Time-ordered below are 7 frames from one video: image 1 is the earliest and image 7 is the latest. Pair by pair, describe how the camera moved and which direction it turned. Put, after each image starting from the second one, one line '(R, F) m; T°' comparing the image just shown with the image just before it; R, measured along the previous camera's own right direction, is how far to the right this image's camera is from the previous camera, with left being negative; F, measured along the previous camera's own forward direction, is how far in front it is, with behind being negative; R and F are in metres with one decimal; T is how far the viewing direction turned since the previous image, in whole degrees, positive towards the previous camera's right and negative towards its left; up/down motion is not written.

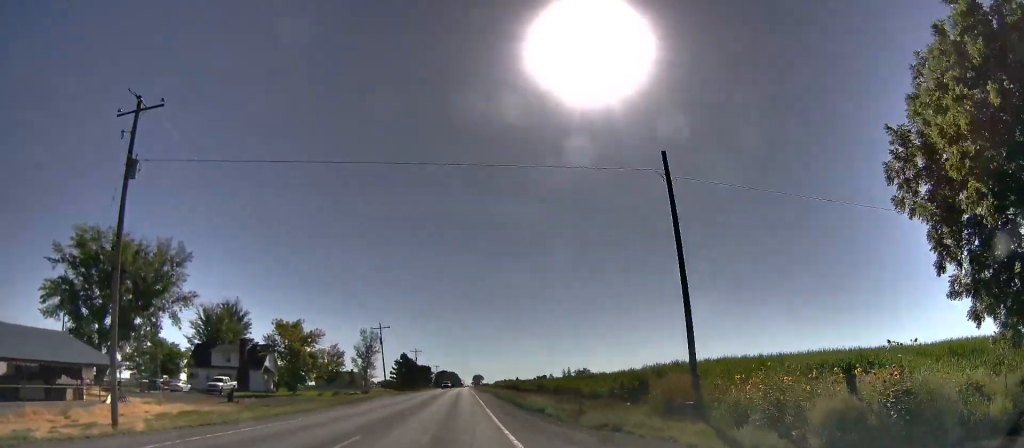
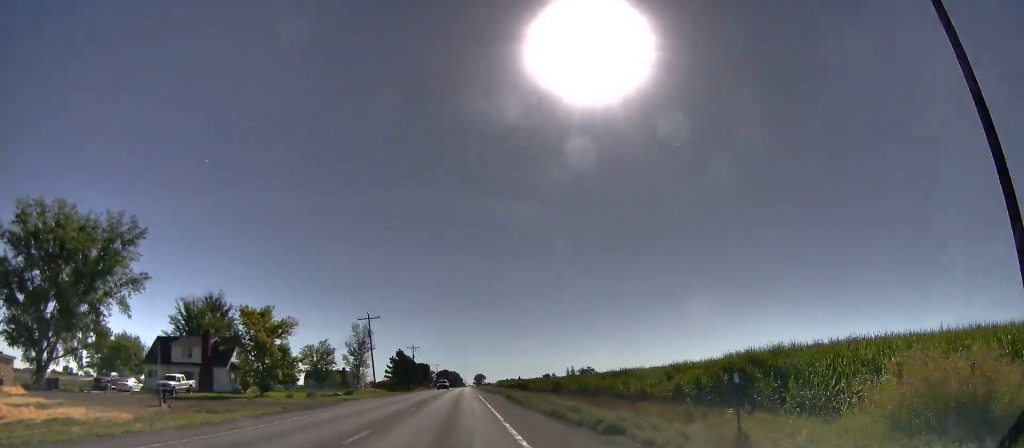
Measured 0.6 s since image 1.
(0.0, +13.4) m; -1°
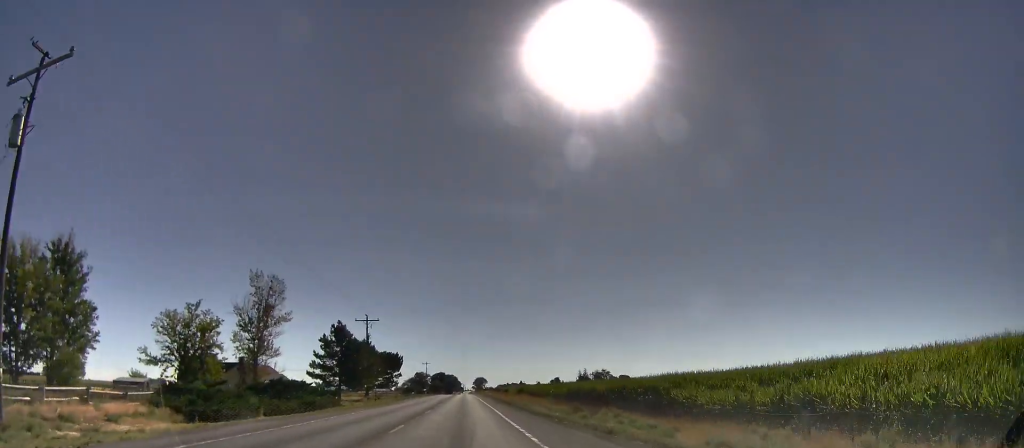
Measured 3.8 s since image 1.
(+2.5, +70.6) m; +4°
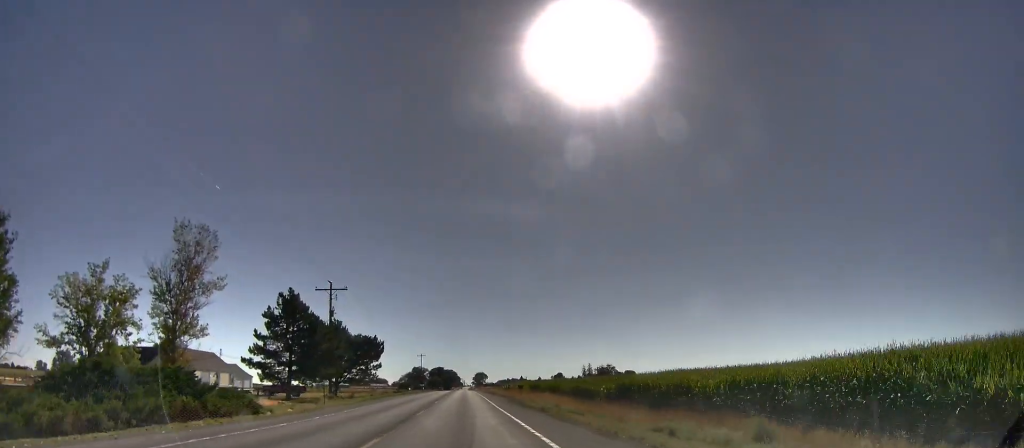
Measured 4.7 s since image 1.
(-0.5, +21.7) m; -2°
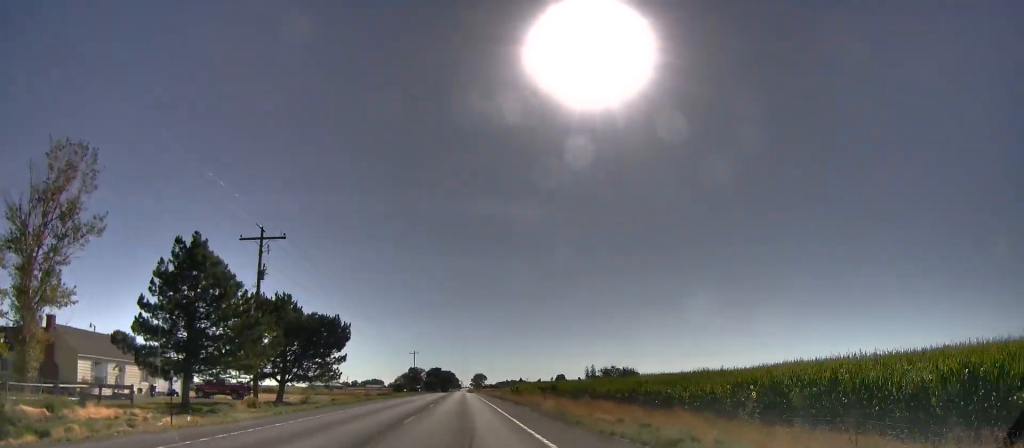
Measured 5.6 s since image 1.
(-0.2, +20.3) m; -1°
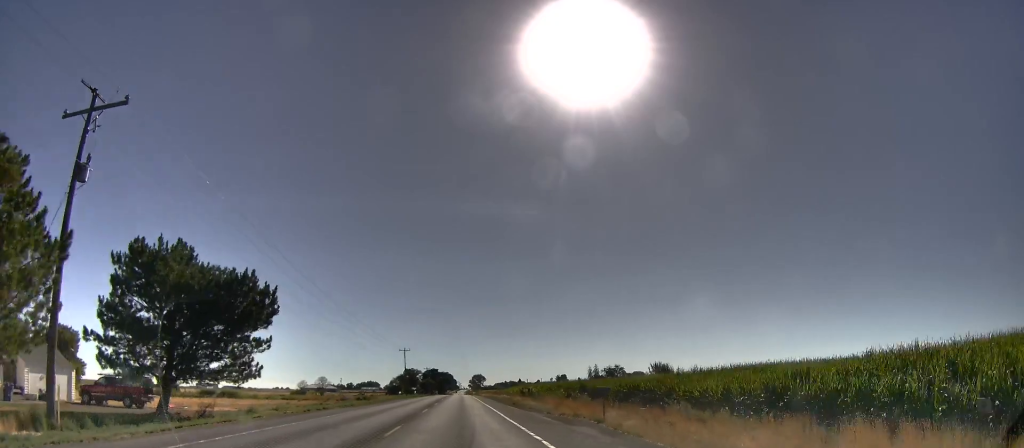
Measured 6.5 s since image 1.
(0.0, +19.6) m; 0°
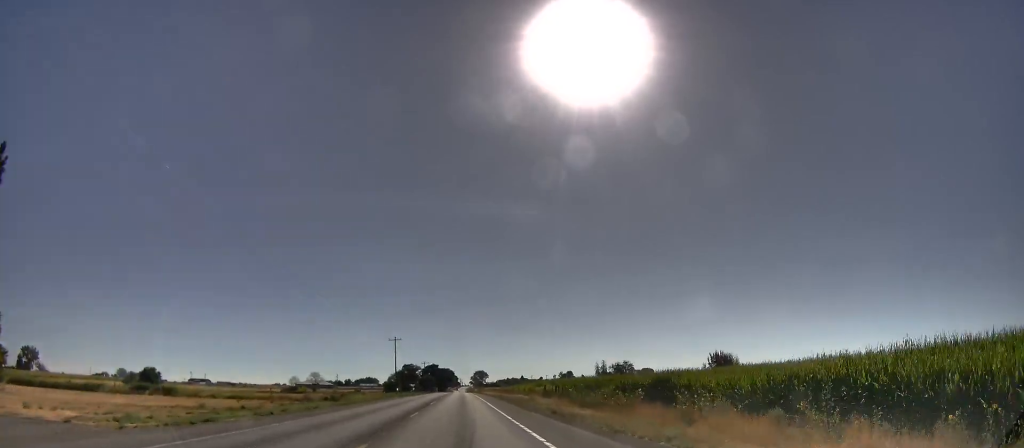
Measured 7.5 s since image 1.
(0.0, +22.0) m; 0°
